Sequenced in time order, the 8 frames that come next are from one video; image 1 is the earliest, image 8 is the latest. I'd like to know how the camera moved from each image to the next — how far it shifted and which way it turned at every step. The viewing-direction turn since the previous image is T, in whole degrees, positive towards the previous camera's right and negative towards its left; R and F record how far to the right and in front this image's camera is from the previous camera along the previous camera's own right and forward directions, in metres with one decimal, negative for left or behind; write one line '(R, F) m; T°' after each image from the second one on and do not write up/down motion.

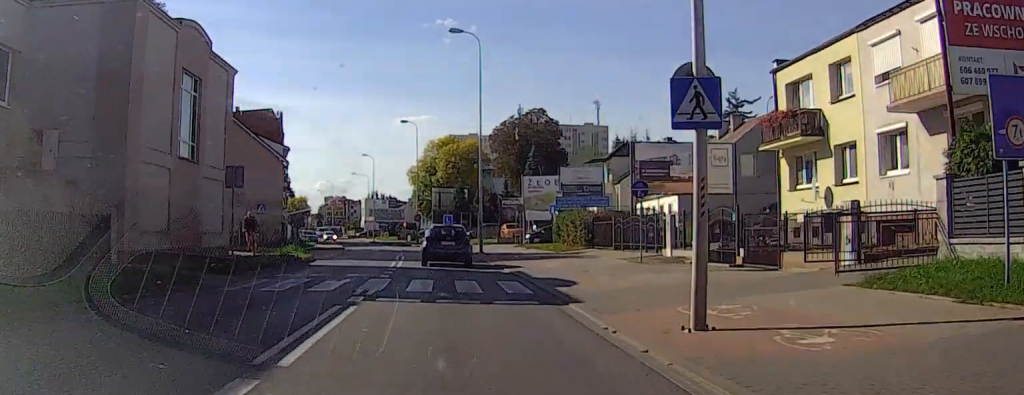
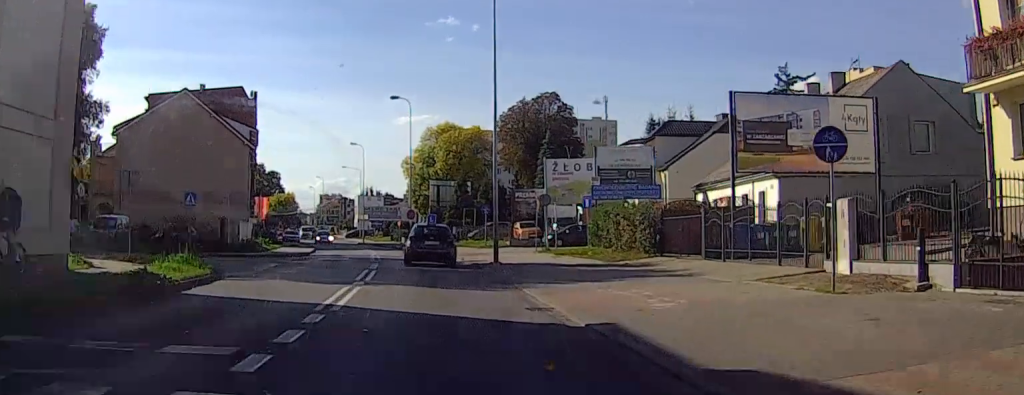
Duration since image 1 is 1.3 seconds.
(+0.1, +14.7) m; 0°
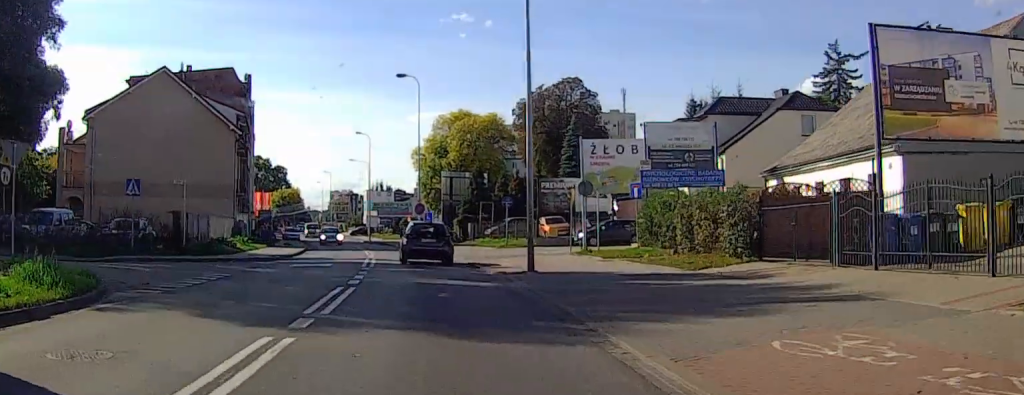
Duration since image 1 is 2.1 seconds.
(0.0, +8.6) m; -1°
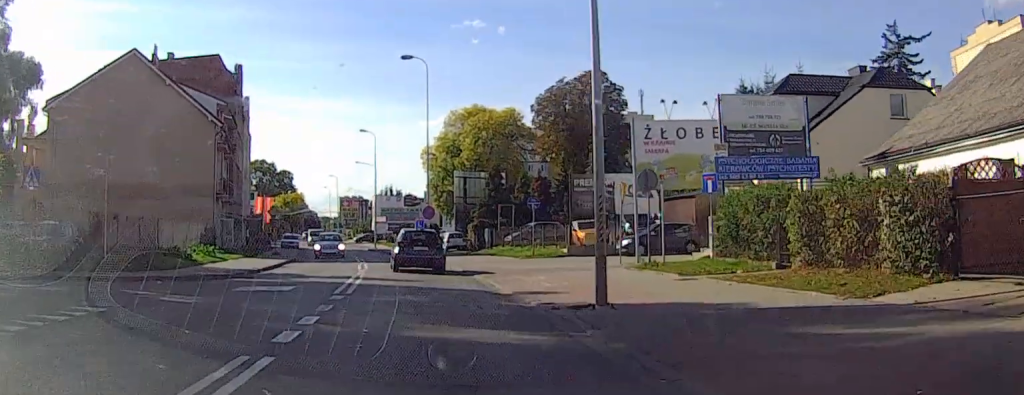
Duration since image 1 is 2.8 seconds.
(-0.1, +8.2) m; -2°
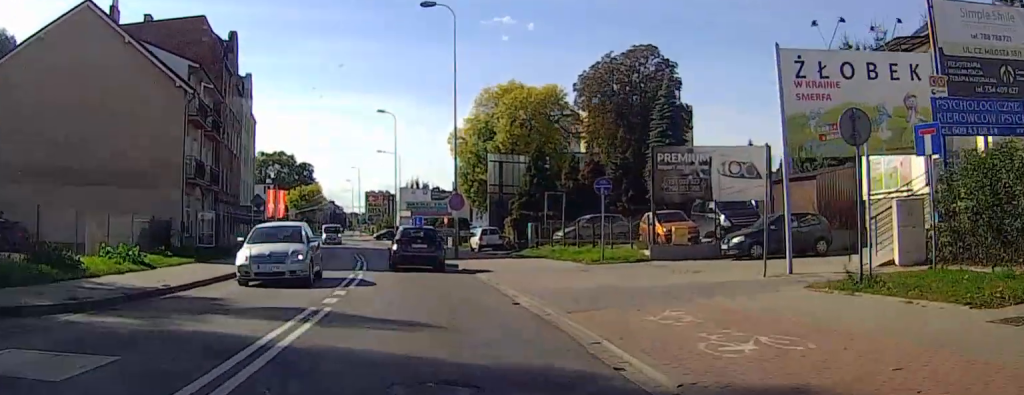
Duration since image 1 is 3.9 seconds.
(-0.3, +11.0) m; -2°
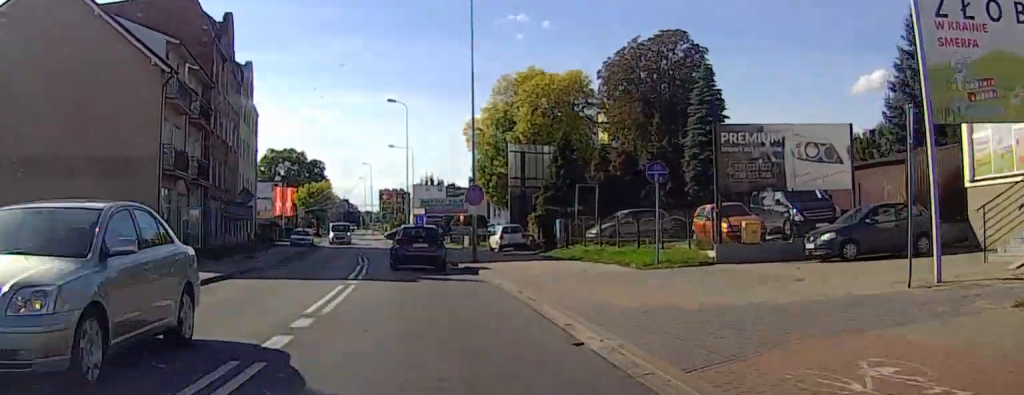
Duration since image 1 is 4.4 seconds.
(-0.1, +6.1) m; 0°
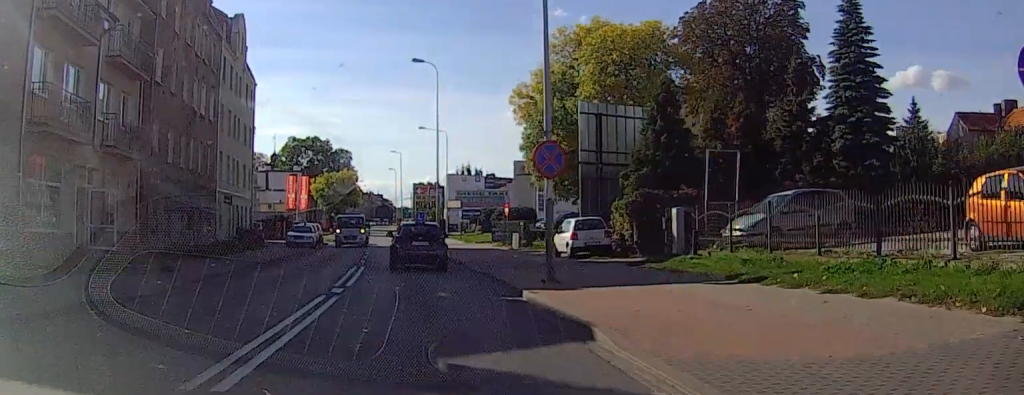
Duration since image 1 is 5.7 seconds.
(-0.1, +16.7) m; 0°
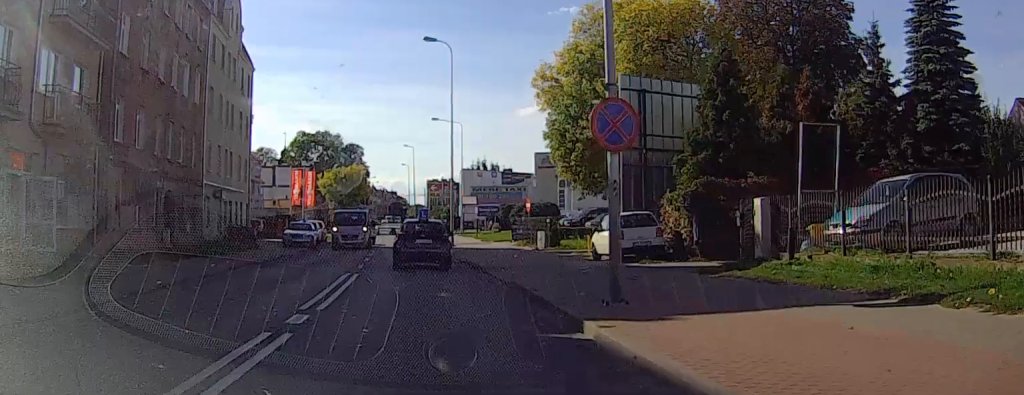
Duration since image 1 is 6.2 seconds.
(0.0, +6.3) m; 0°
